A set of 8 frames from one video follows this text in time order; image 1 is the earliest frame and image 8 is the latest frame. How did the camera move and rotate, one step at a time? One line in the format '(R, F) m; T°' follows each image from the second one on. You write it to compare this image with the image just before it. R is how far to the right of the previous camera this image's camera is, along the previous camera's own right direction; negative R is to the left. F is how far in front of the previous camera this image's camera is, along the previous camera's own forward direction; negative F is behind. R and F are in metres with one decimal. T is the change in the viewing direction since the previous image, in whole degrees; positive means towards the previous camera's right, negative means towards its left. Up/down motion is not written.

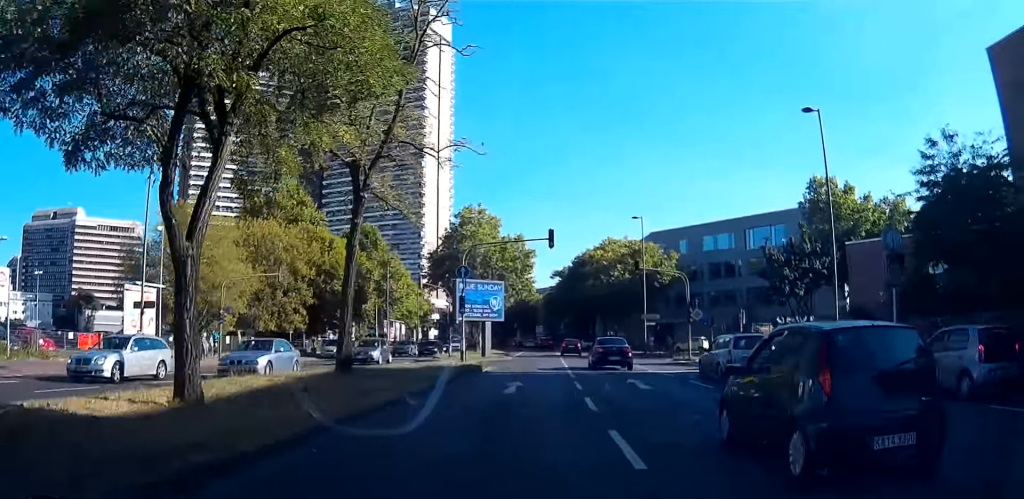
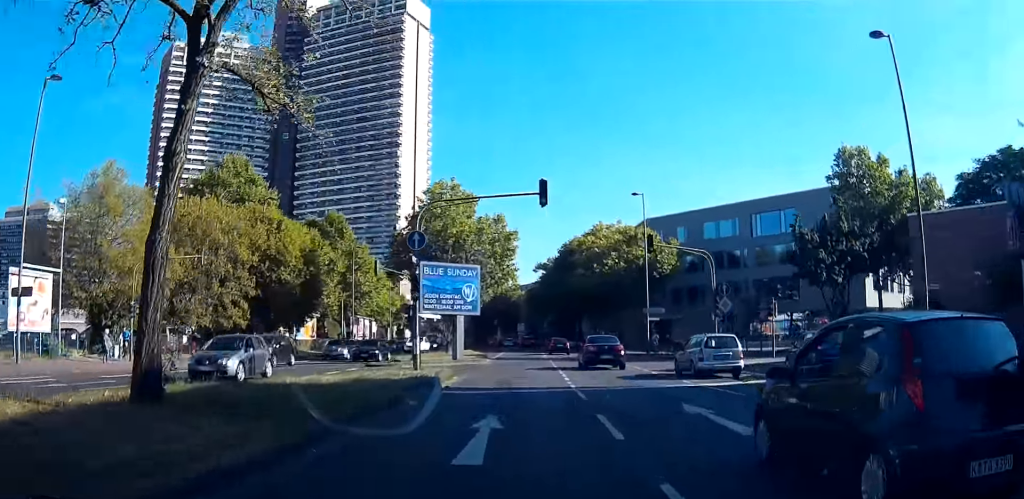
(+0.1, +9.9) m; 0°
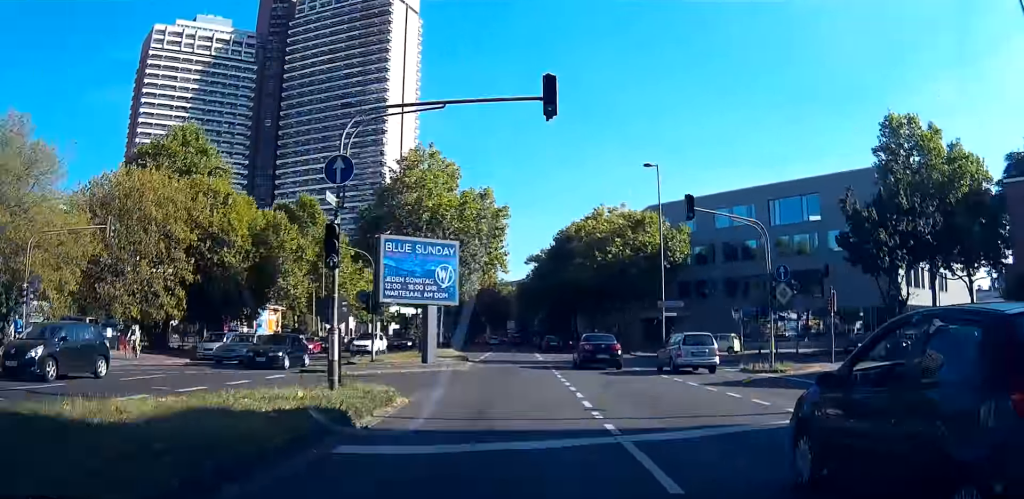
(-0.1, +9.3) m; +1°
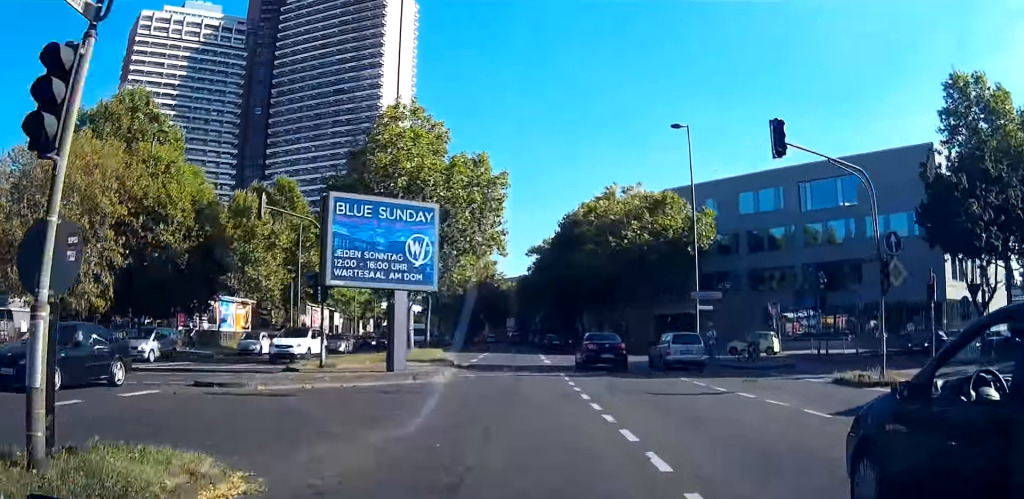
(+0.1, +8.5) m; 0°
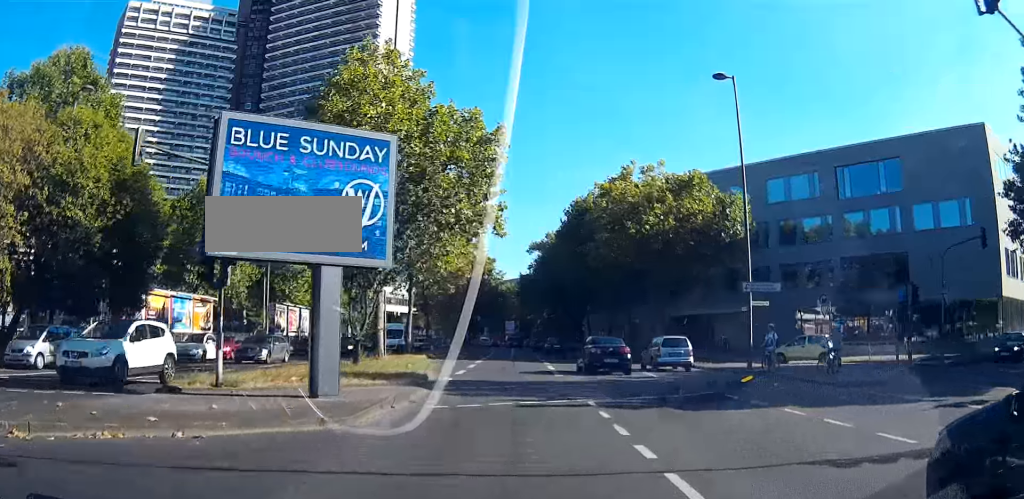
(+0.2, +8.4) m; 0°
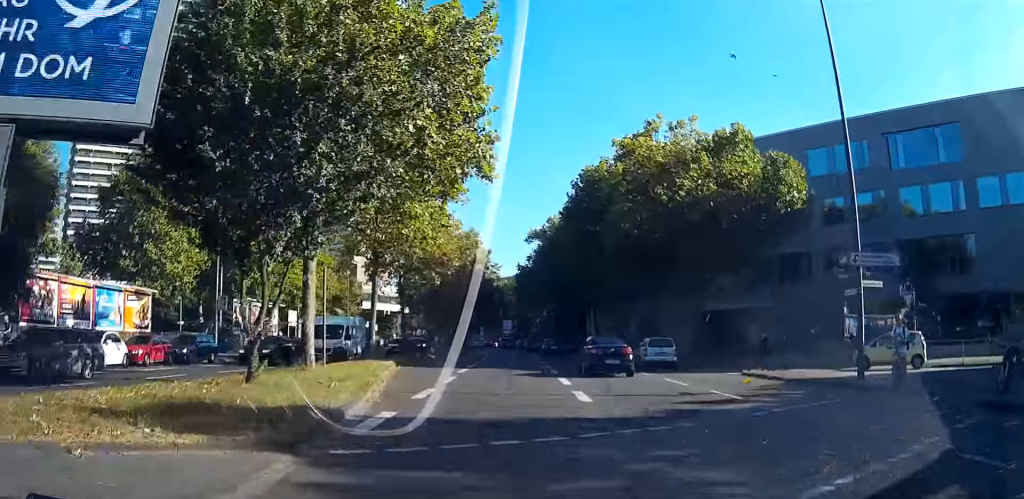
(-0.2, +9.9) m; -1°
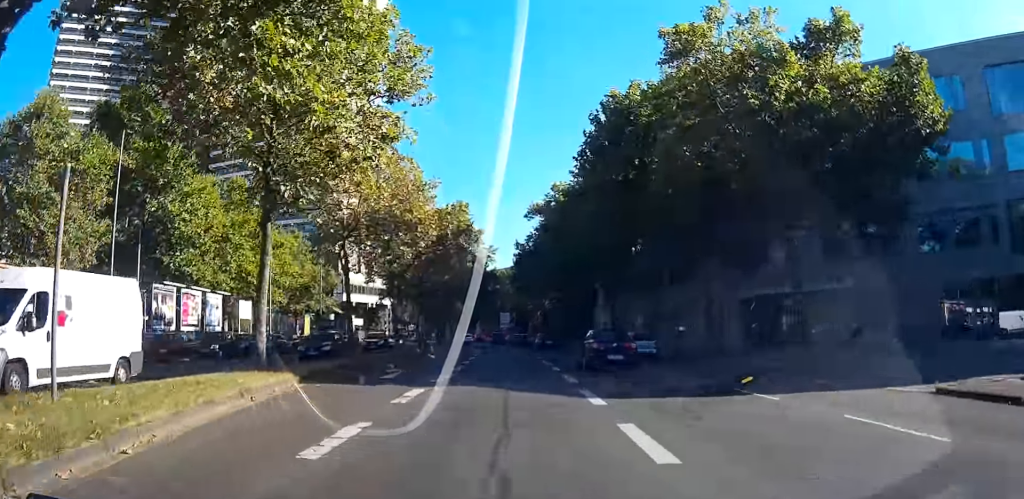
(-0.1, +13.9) m; 0°
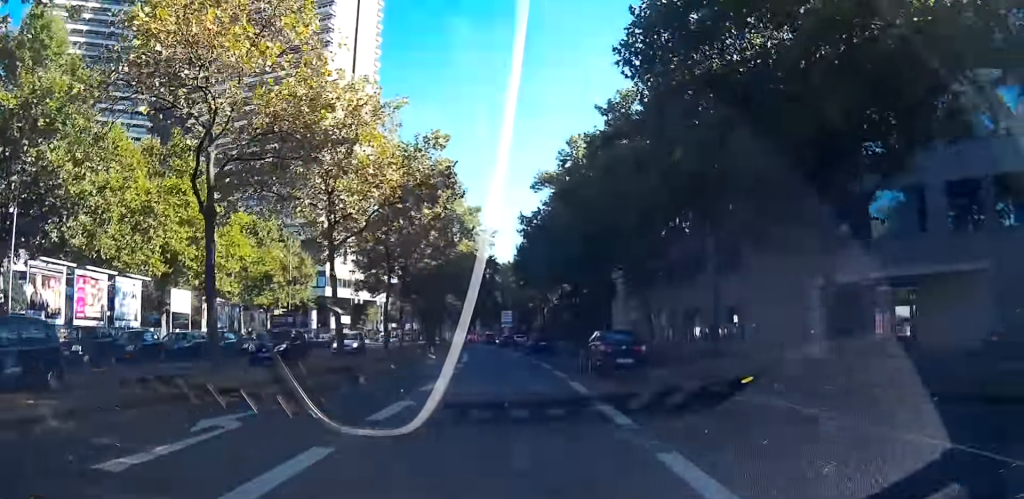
(0.0, +14.5) m; 0°
